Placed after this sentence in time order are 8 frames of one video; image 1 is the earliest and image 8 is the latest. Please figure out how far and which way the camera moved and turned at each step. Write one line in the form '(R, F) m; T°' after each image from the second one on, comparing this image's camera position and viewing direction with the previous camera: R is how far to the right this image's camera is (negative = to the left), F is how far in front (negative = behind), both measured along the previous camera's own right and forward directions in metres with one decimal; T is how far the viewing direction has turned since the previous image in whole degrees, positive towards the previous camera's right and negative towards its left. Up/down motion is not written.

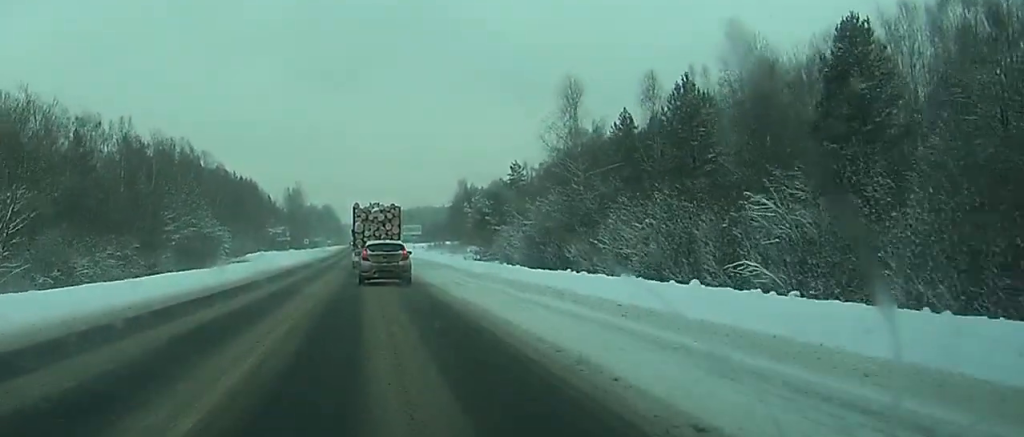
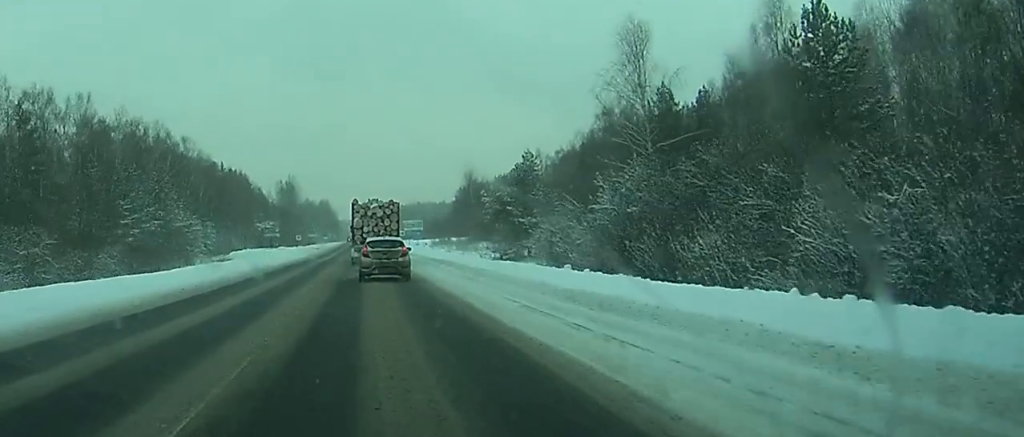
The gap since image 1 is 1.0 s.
(+0.1, +19.1) m; 0°
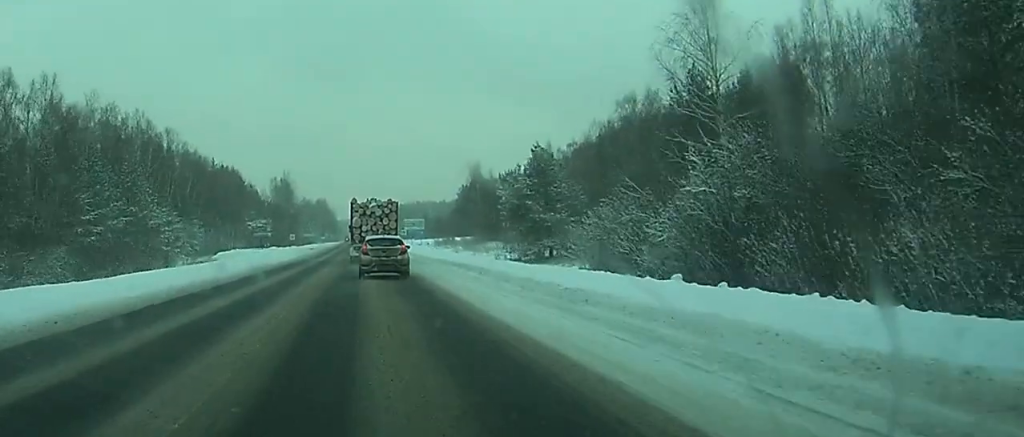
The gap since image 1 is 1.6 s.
(0.0, +12.5) m; 0°
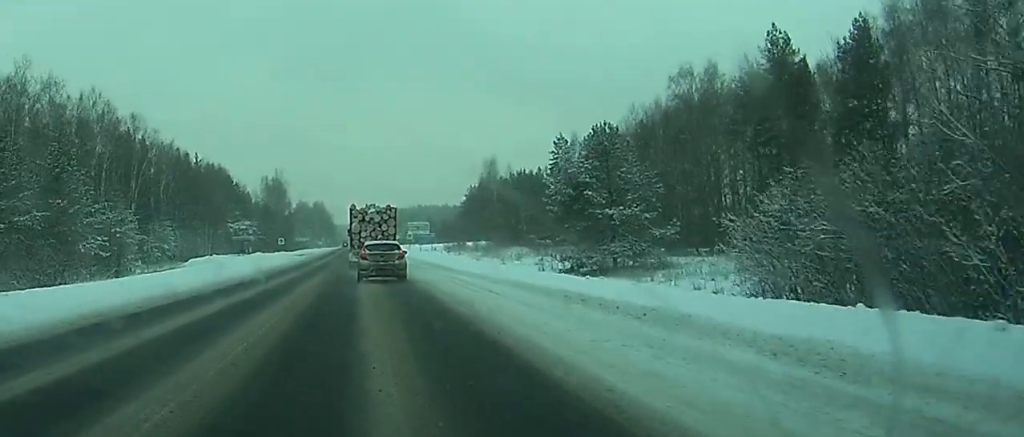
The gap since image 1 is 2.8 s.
(-0.1, +23.1) m; 0°
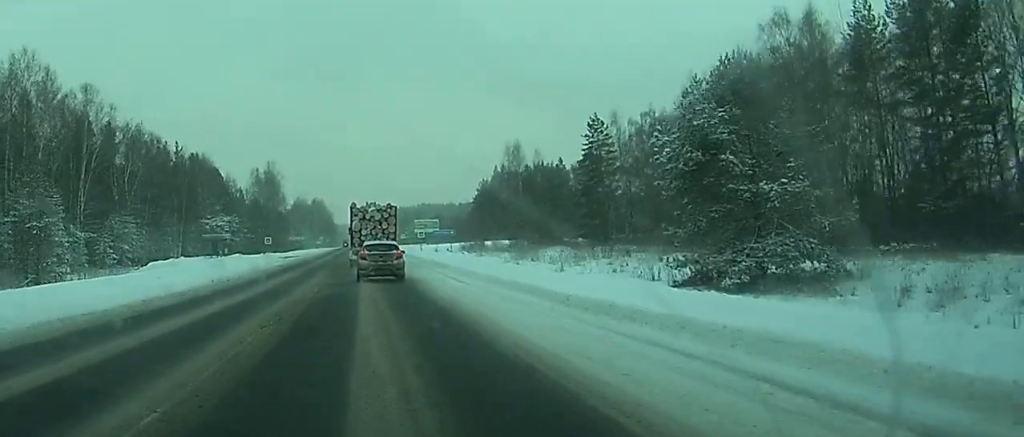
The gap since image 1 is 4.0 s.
(0.0, +24.5) m; 0°
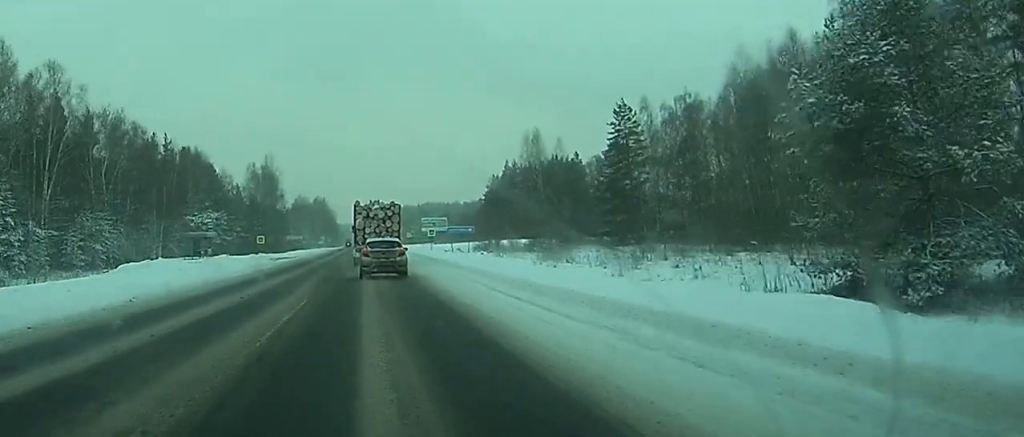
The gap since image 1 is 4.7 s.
(0.0, +13.2) m; 0°
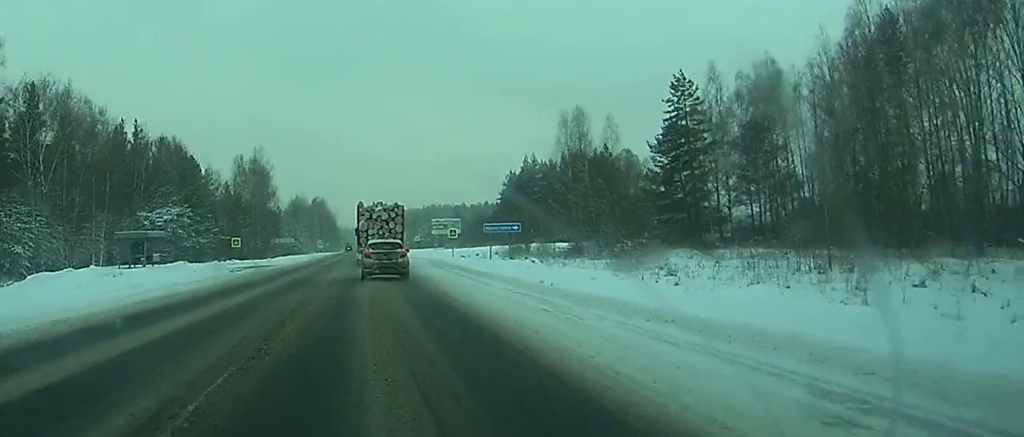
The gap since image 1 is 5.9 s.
(0.0, +23.8) m; 0°
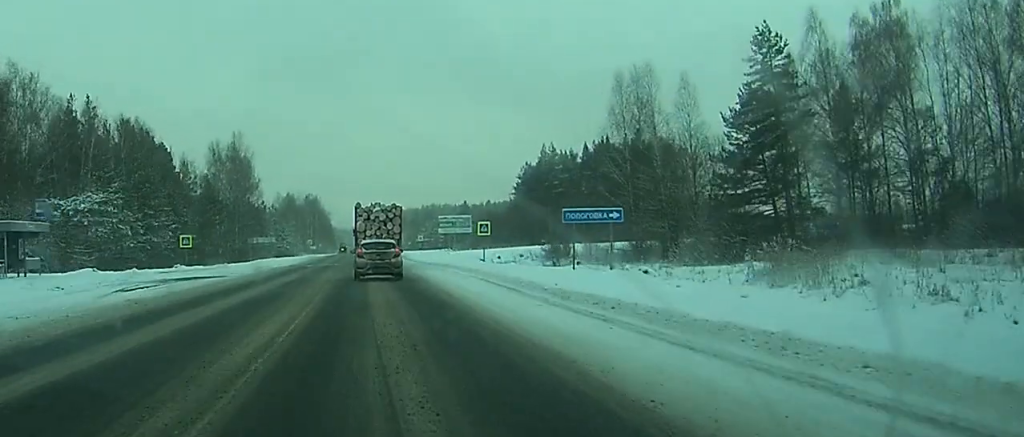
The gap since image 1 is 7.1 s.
(-0.2, +24.5) m; 0°
